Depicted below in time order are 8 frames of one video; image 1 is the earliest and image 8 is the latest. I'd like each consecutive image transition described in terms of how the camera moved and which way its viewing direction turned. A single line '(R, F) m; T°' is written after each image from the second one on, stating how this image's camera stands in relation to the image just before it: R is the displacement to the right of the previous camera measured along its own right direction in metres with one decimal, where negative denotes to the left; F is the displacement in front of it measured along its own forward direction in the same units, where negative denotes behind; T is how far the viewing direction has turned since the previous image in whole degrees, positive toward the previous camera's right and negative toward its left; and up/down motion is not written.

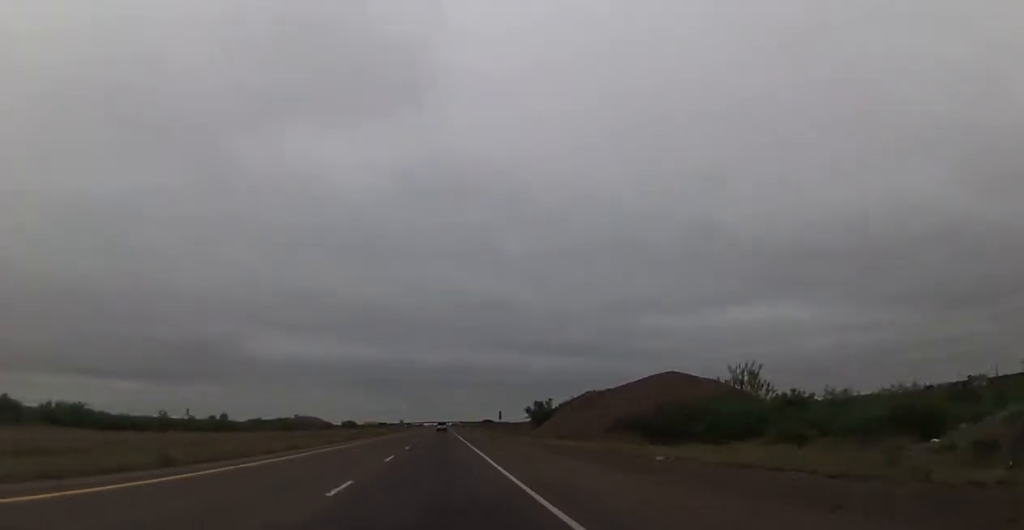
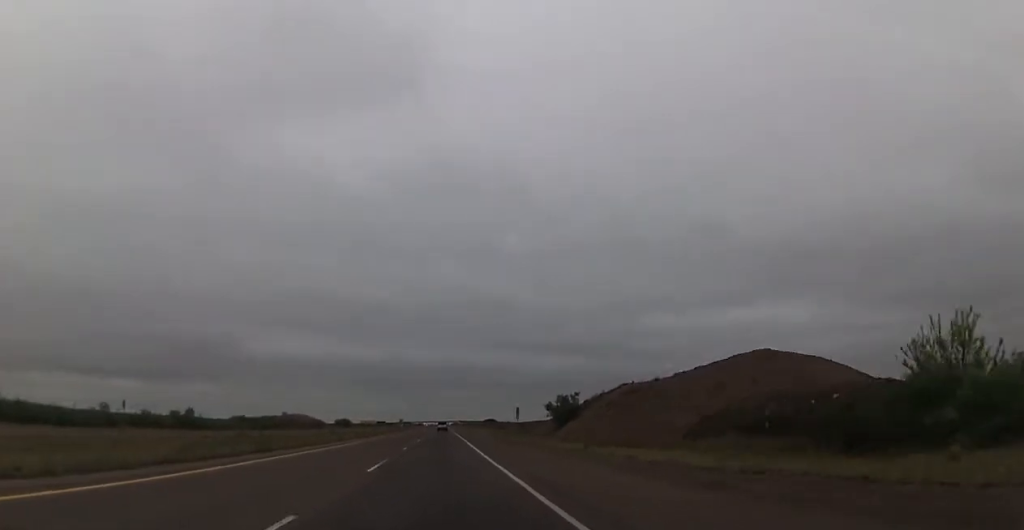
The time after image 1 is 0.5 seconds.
(-0.1, +18.3) m; 0°
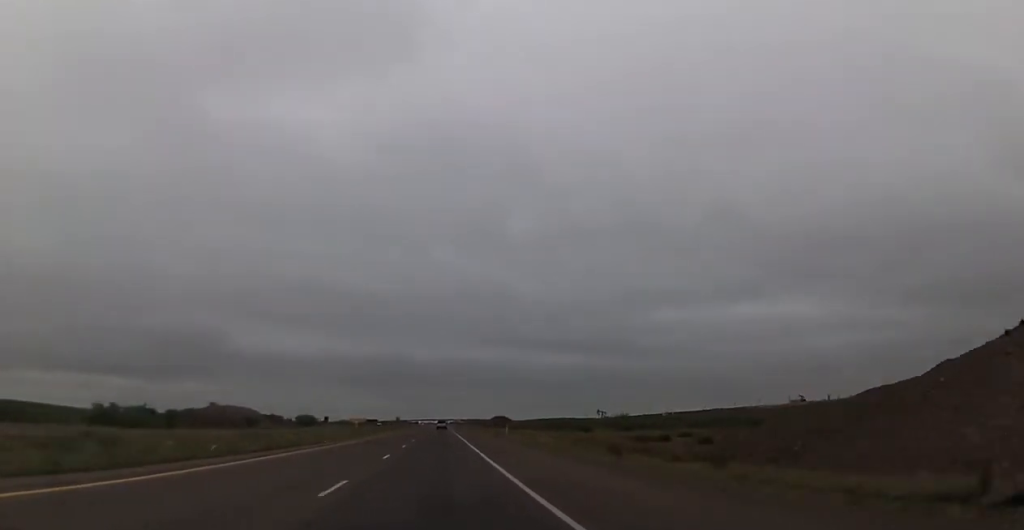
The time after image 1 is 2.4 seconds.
(0.0, +70.9) m; 0°
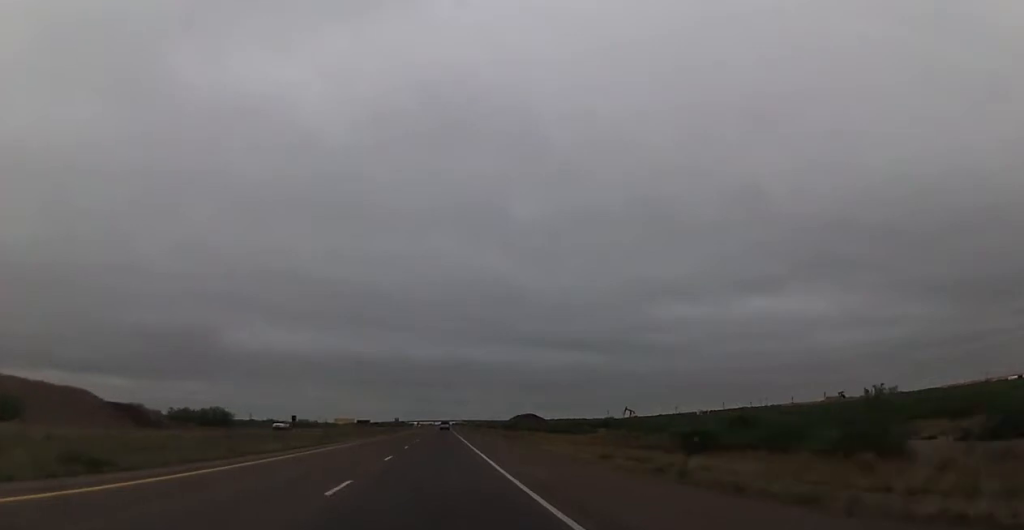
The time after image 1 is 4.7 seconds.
(-0.2, +84.2) m; 0°
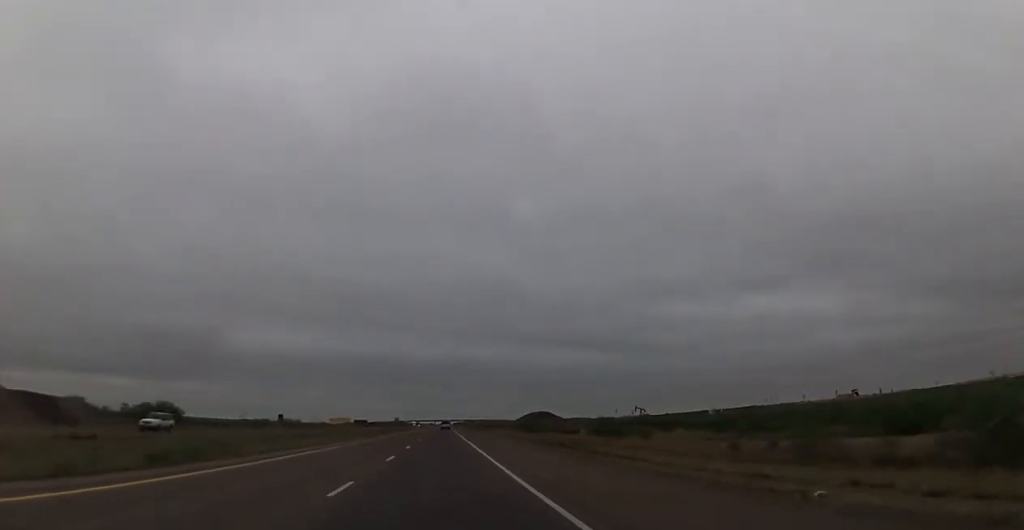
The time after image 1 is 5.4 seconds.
(0.0, +24.3) m; 0°
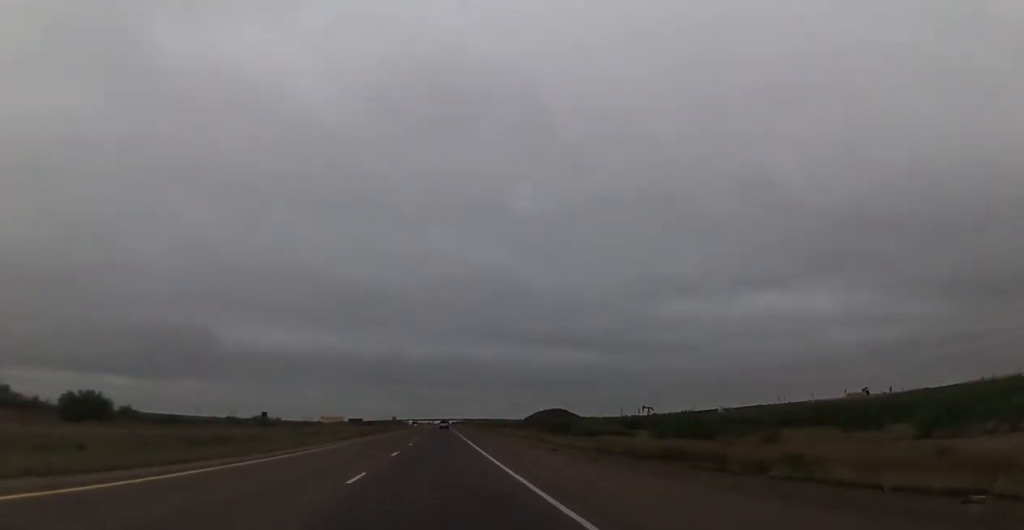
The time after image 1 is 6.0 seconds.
(0.0, +21.9) m; 0°
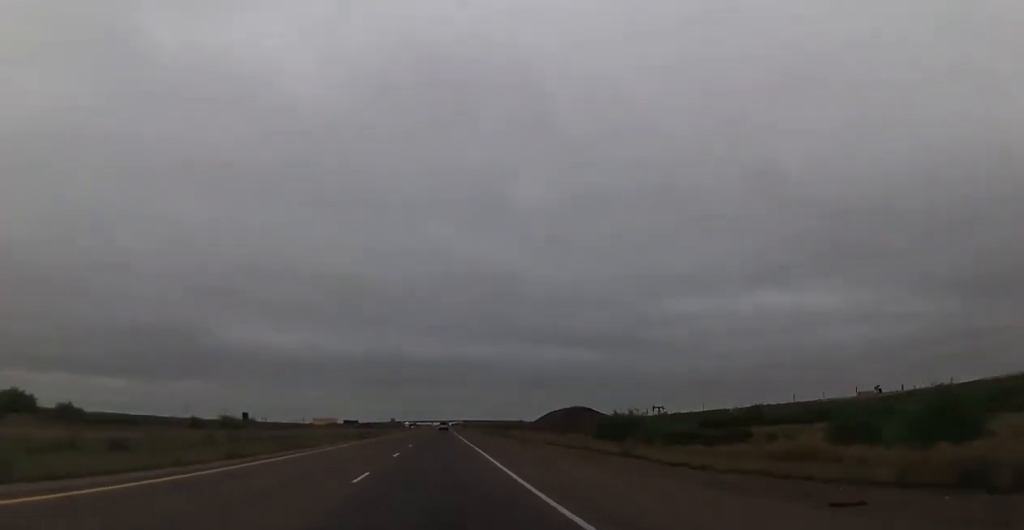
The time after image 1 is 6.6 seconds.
(0.0, +23.2) m; 0°
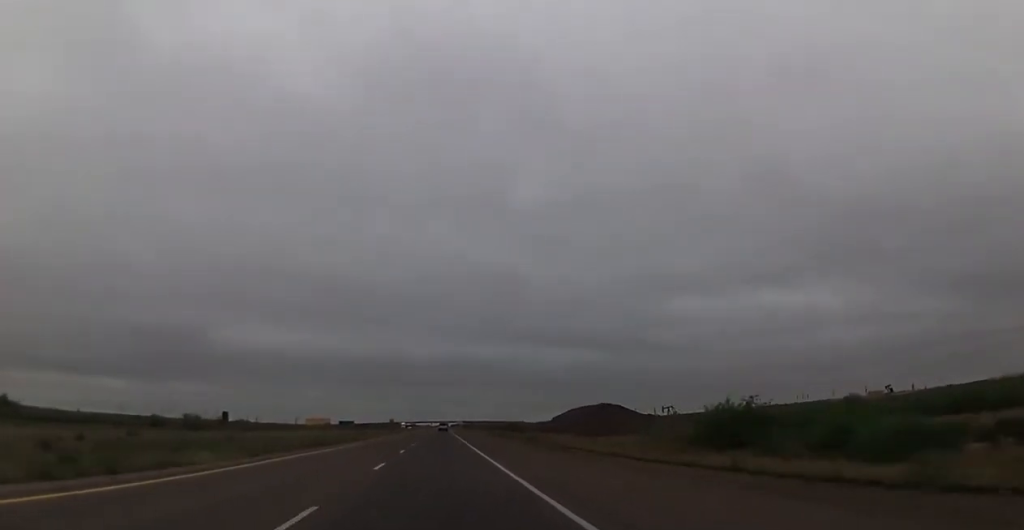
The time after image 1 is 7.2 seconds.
(0.0, +19.5) m; 0°
